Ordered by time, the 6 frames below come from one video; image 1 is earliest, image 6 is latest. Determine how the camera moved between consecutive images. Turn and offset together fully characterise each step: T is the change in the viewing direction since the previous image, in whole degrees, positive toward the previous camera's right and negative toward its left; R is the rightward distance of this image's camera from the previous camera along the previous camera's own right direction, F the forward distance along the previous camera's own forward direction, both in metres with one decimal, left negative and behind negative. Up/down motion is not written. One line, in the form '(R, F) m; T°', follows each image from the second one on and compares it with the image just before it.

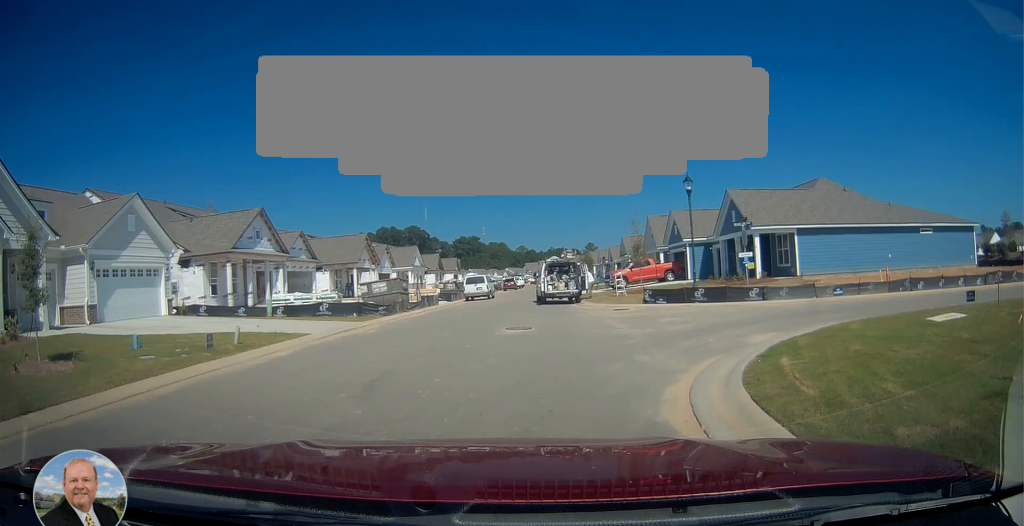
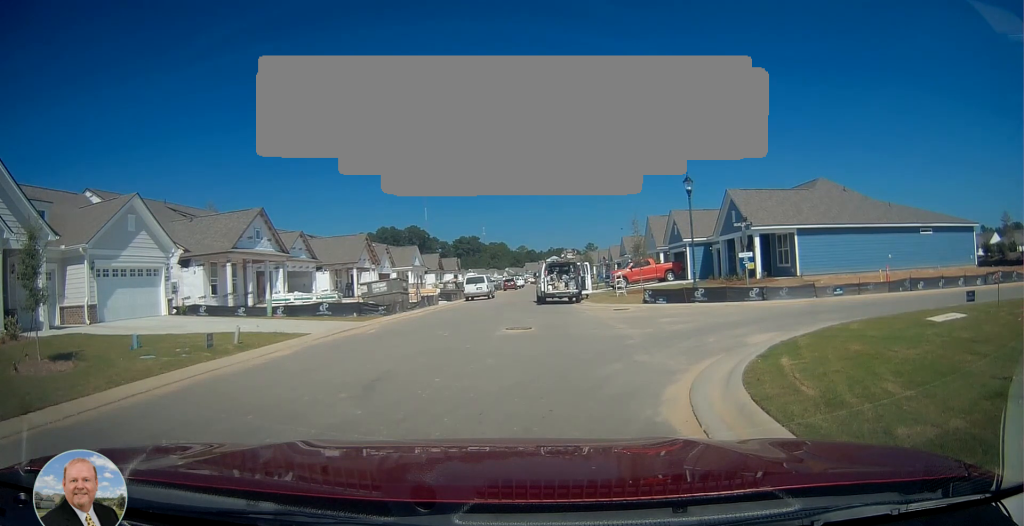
(0.0, 0.0) m; 0°
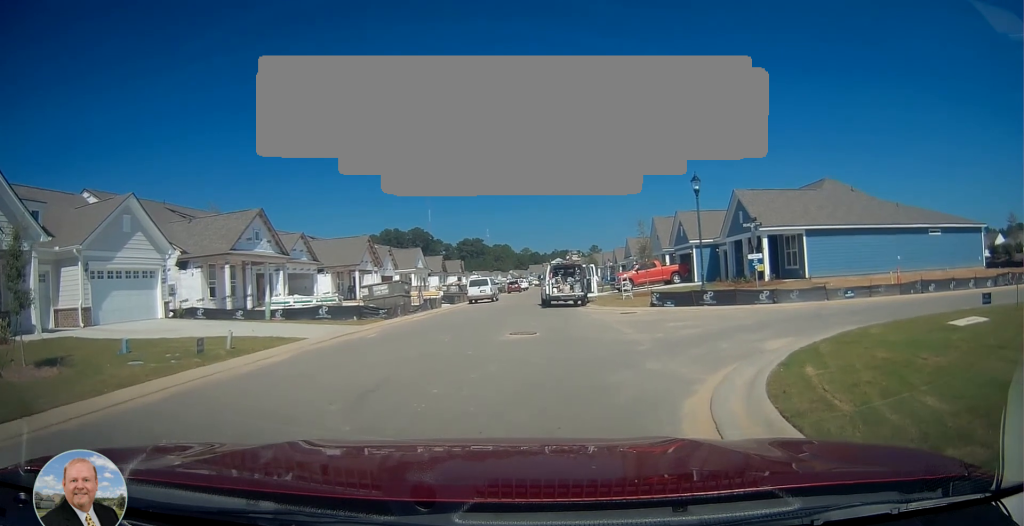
(0.0, 0.0) m; 0°
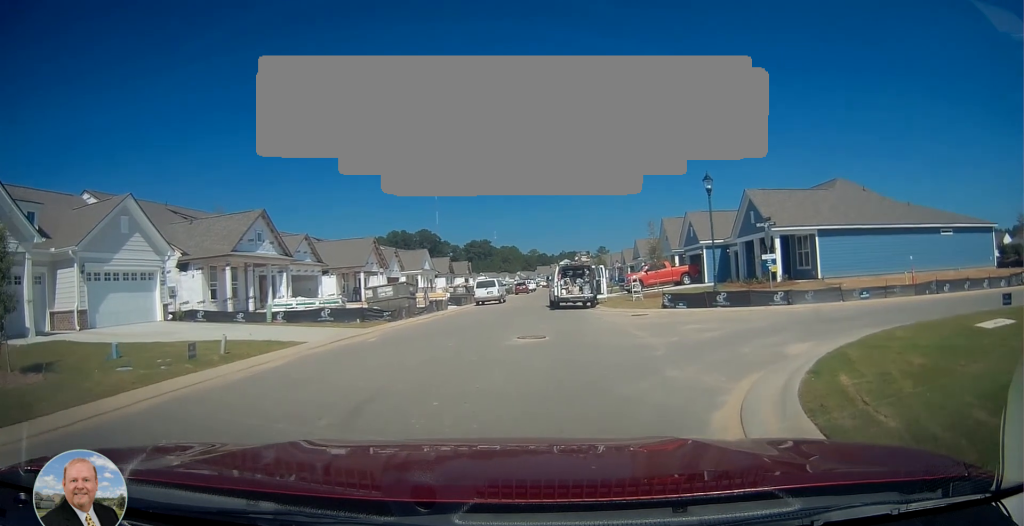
(0.0, +0.1) m; 0°
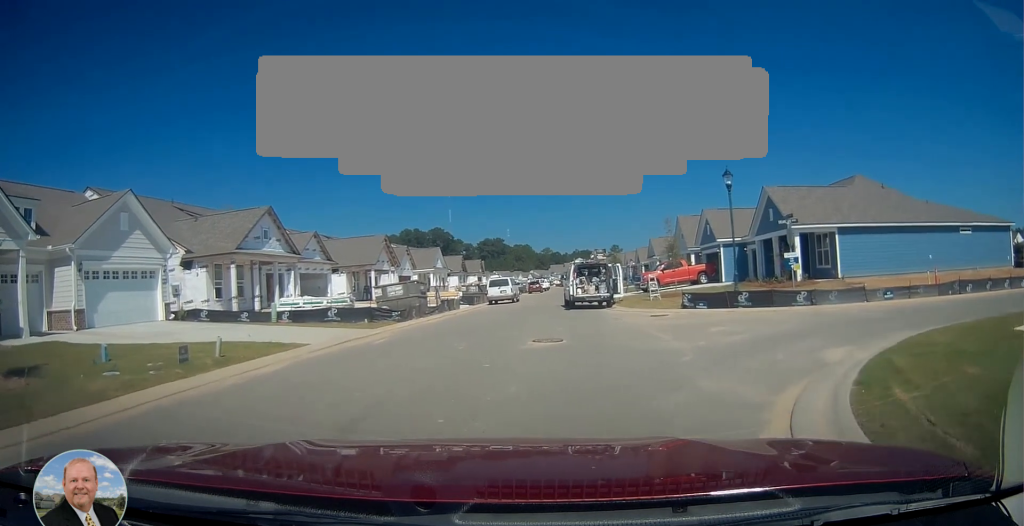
(+0.1, +0.3) m; 0°
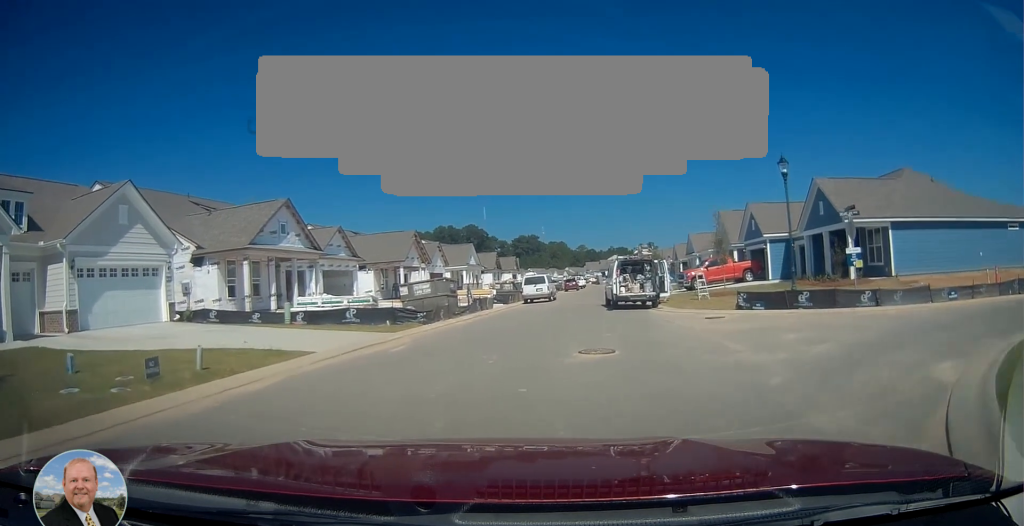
(0.0, +1.1) m; -2°
